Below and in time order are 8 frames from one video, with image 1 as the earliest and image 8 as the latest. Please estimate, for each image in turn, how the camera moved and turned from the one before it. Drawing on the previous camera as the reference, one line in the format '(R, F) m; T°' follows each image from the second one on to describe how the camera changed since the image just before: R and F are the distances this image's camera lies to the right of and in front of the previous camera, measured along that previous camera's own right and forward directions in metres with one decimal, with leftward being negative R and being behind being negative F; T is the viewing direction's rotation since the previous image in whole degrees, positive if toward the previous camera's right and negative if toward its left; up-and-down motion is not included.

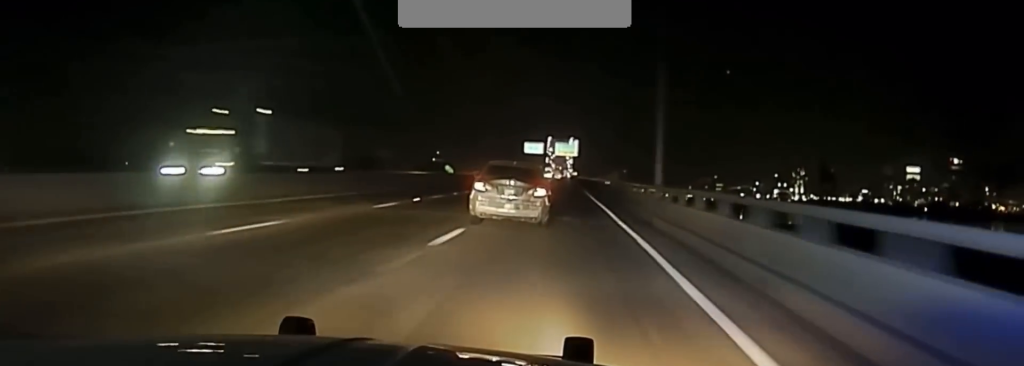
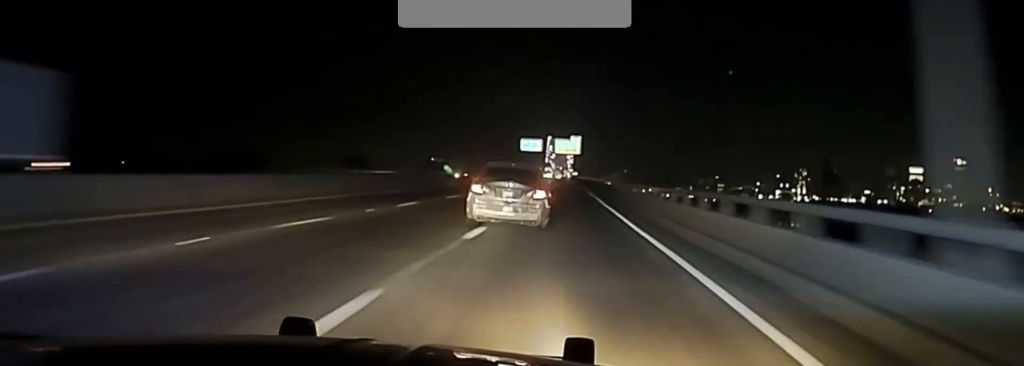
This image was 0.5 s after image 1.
(0.0, +23.0) m; 0°
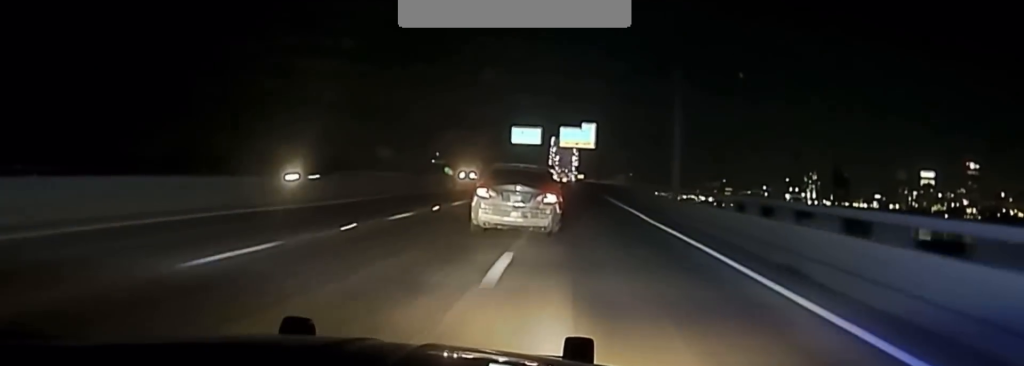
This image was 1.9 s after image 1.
(-0.2, +63.8) m; -1°
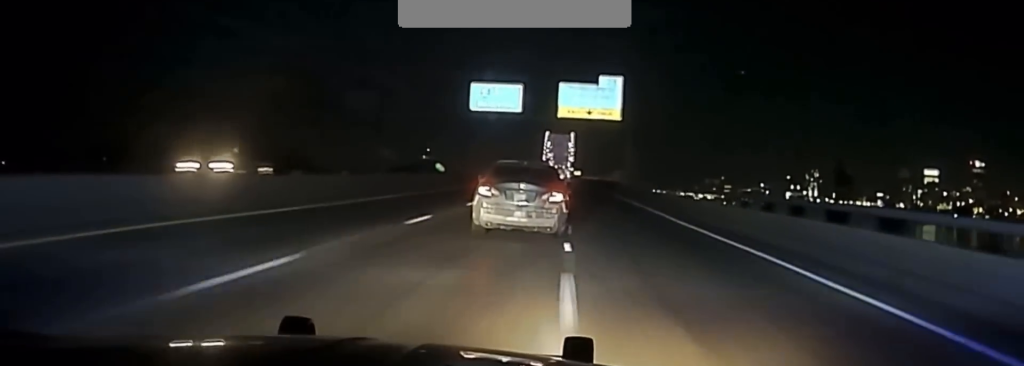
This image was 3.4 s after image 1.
(0.0, +66.6) m; 0°
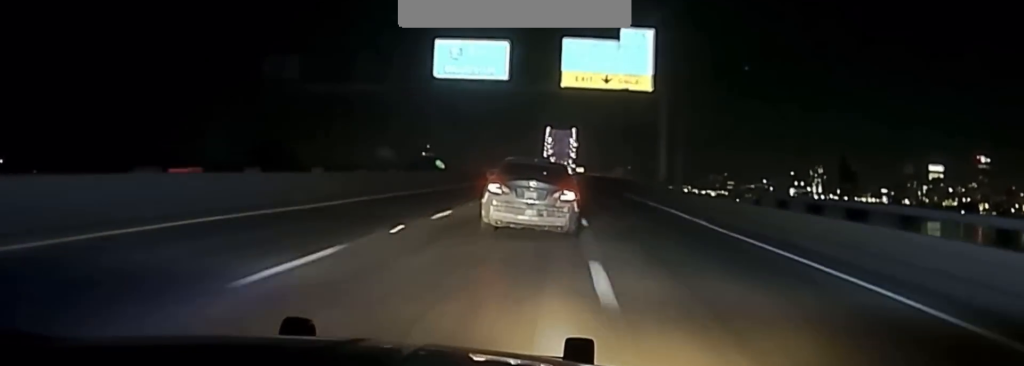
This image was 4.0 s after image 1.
(+0.1, +23.4) m; 0°
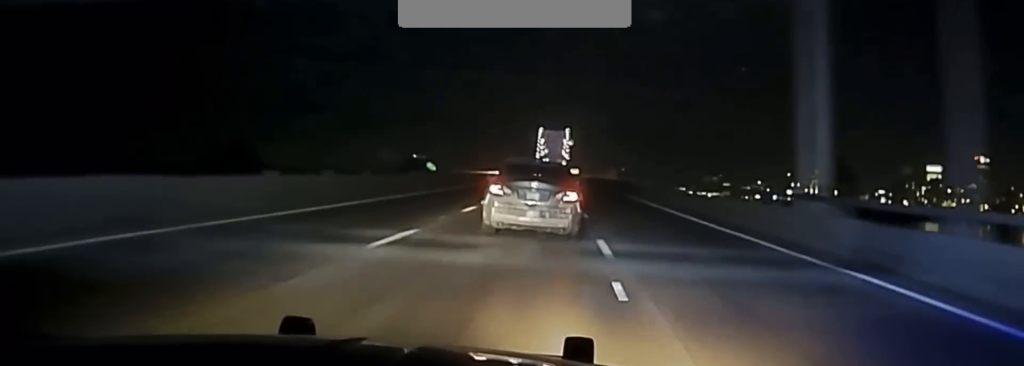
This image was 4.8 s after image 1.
(-0.2, +30.2) m; 0°
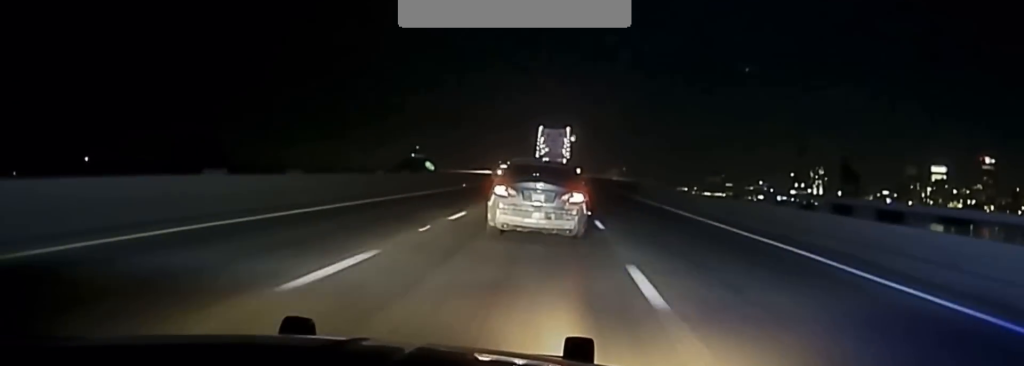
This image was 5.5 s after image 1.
(+0.1, +25.9) m; 0°
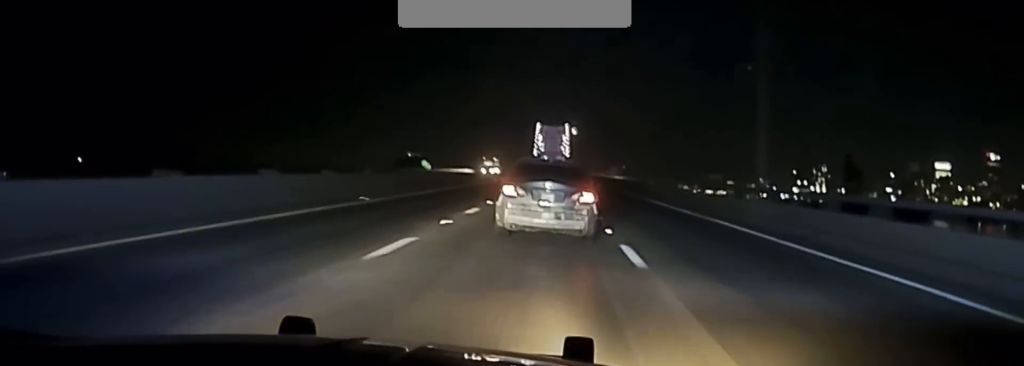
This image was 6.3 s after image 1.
(+0.1, +29.4) m; 0°
